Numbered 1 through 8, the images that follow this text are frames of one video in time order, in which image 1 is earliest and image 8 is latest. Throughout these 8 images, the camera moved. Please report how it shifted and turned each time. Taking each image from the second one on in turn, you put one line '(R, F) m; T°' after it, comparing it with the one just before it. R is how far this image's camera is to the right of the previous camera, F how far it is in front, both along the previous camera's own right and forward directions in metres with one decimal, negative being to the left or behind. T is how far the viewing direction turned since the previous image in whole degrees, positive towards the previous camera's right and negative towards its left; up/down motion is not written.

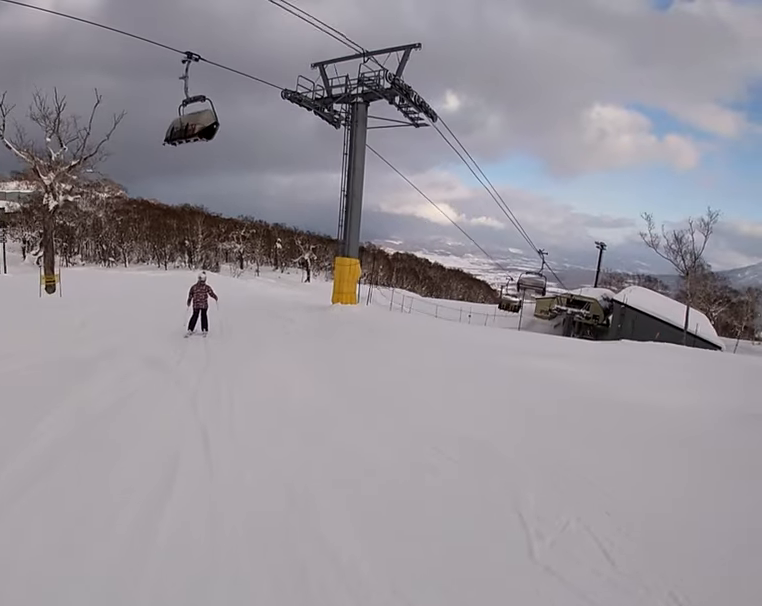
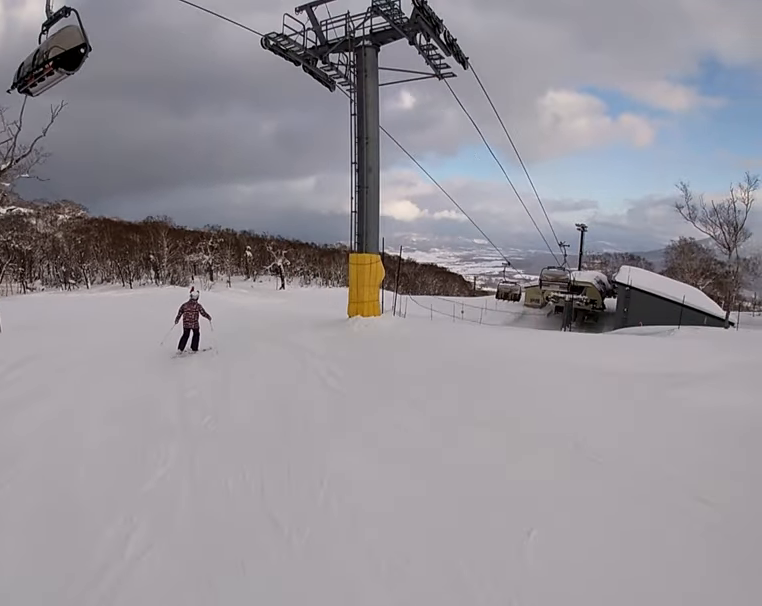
(-0.4, +5.3) m; -4°
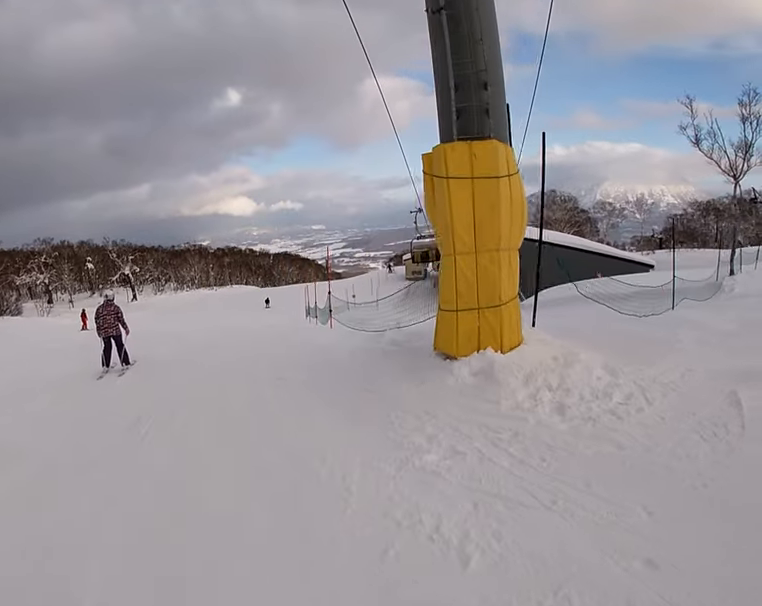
(+0.4, +11.6) m; +7°
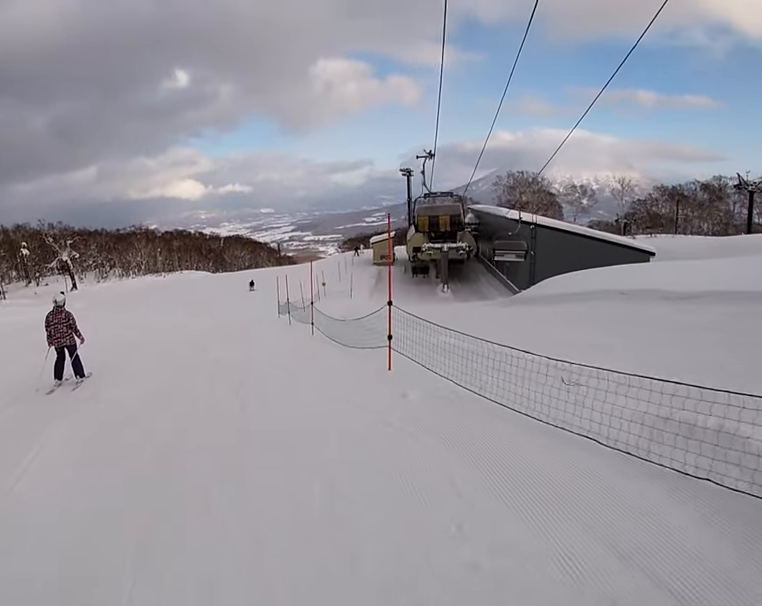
(+0.5, +7.9) m; +9°
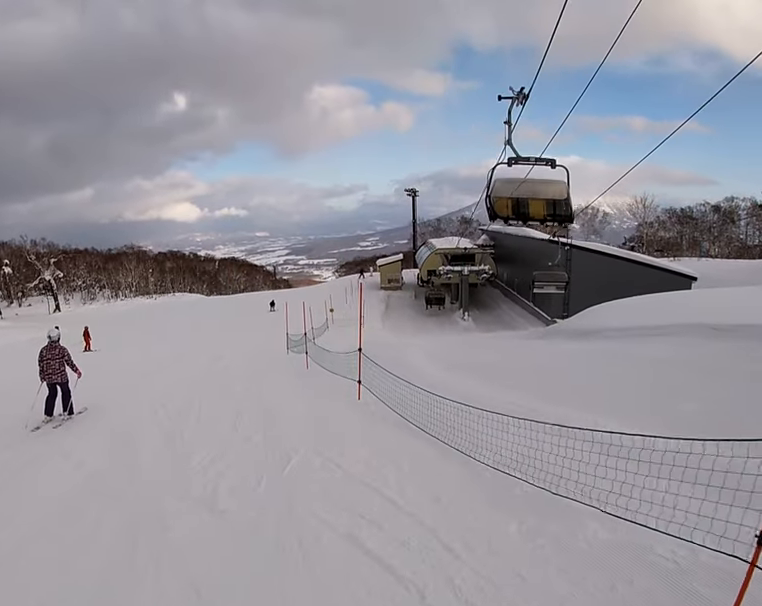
(+0.2, +6.5) m; +11°
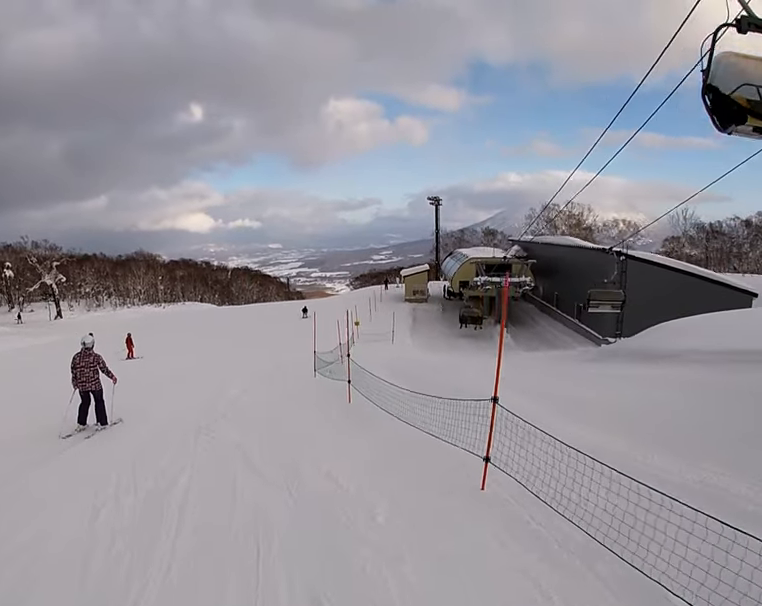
(+1.0, +5.1) m; +3°
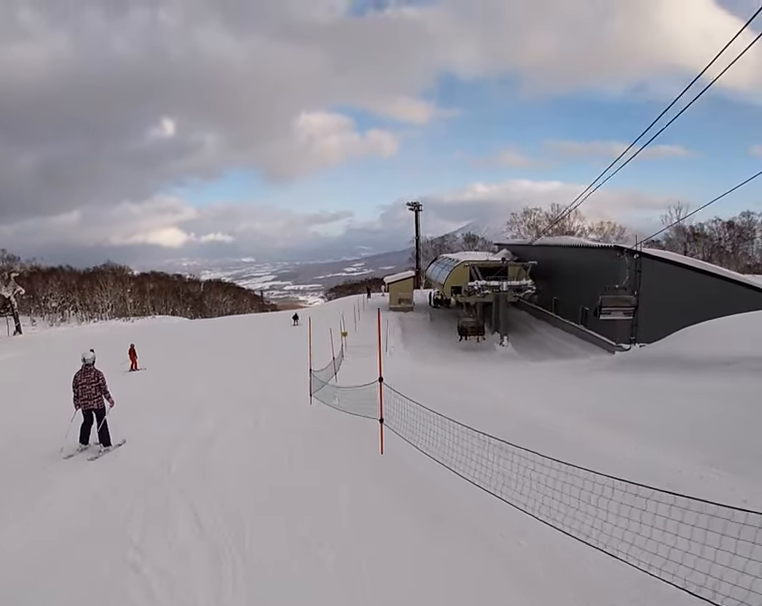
(+0.1, +4.7) m; +2°
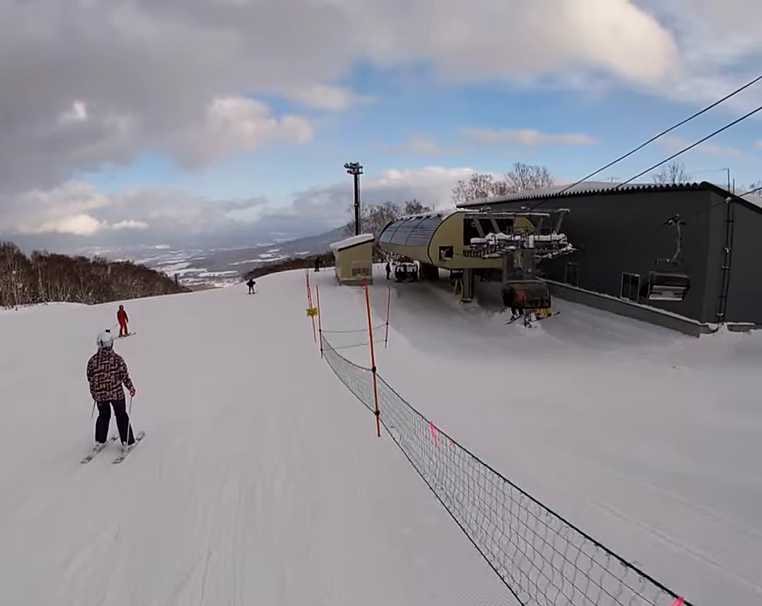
(+0.5, +13.8) m; +9°
